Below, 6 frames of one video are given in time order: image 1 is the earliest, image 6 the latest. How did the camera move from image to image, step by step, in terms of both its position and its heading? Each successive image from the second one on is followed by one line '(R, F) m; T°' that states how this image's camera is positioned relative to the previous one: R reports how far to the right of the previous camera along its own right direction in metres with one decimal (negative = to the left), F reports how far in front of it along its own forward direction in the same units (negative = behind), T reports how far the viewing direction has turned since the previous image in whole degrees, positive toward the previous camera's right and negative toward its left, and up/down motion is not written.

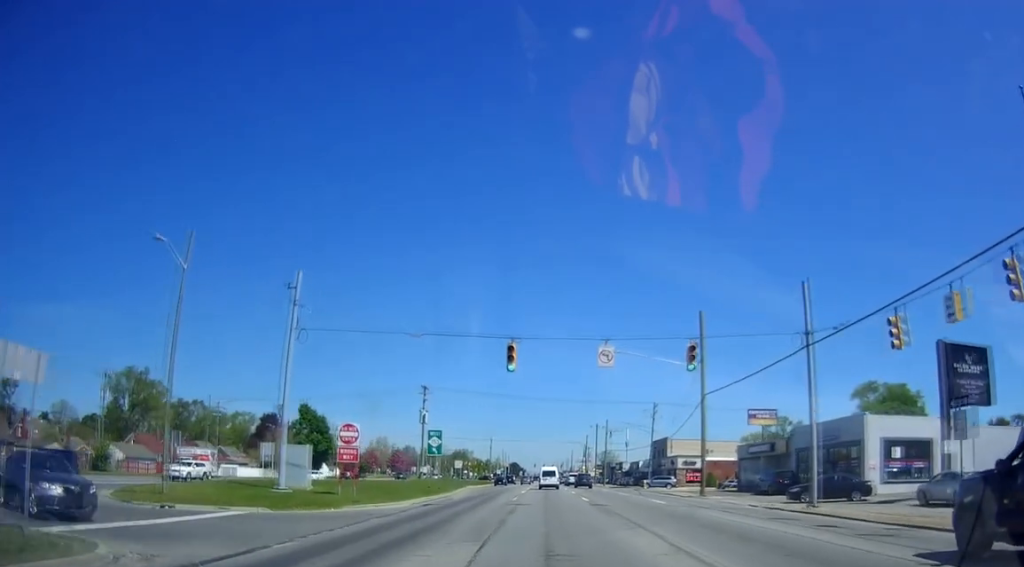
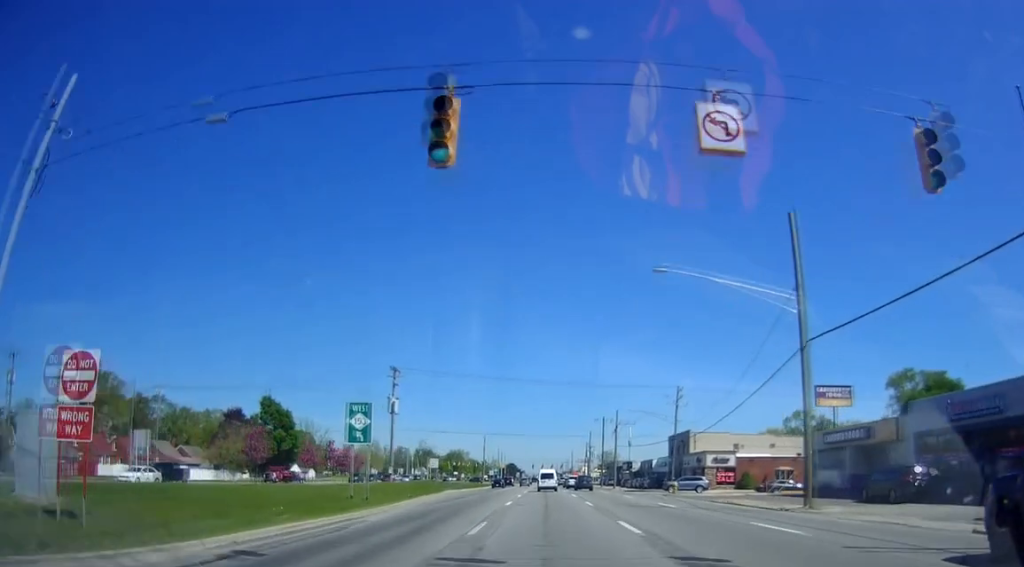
(-0.6, +17.8) m; 0°
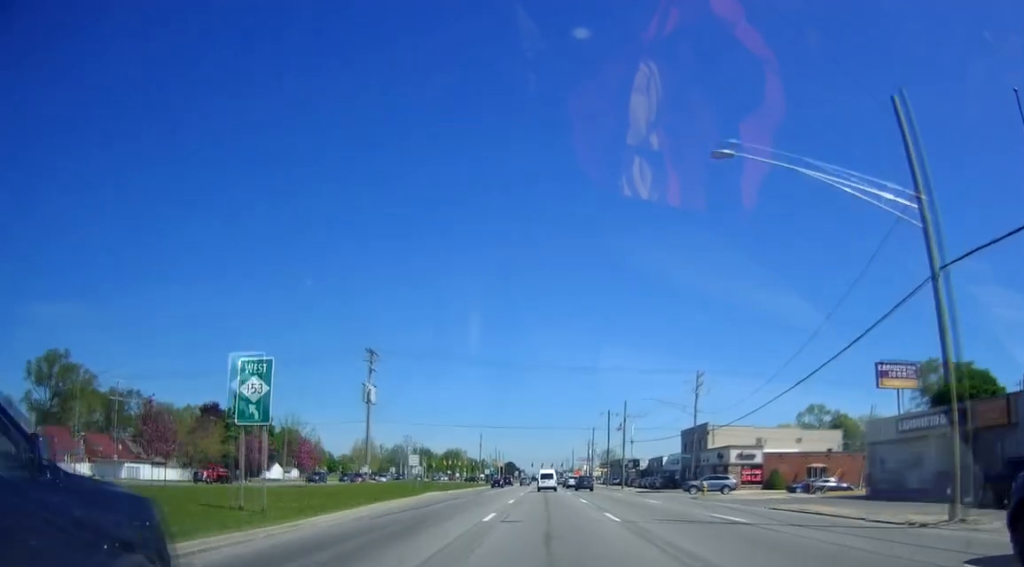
(+0.4, +10.1) m; +1°
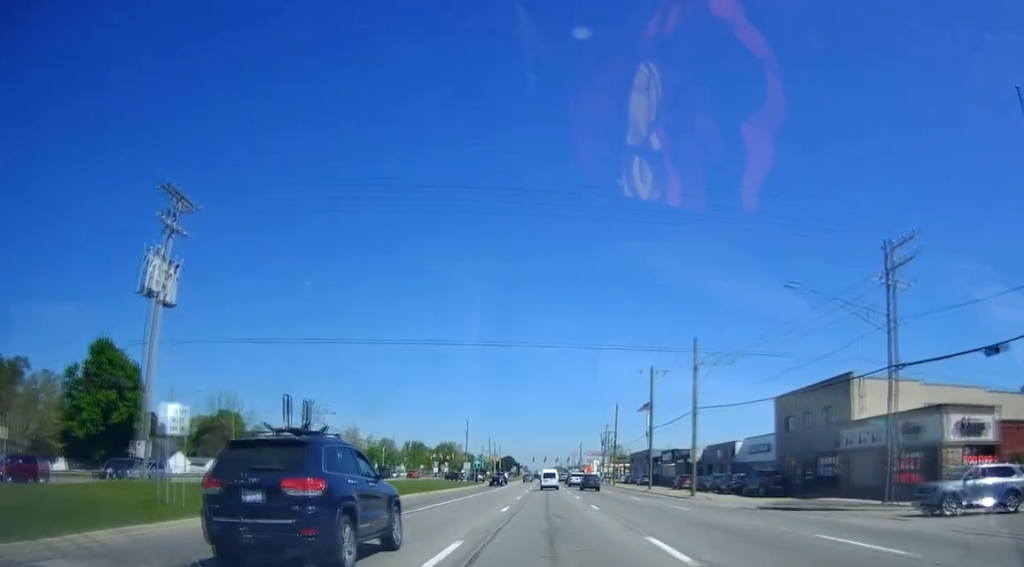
(-0.2, +38.4) m; -1°
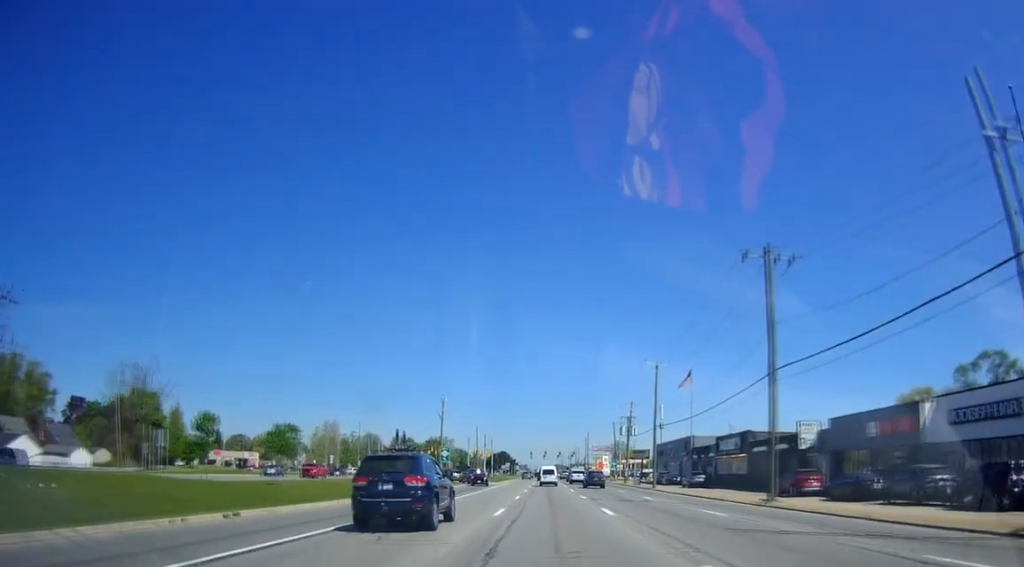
(-0.6, +34.8) m; -1°
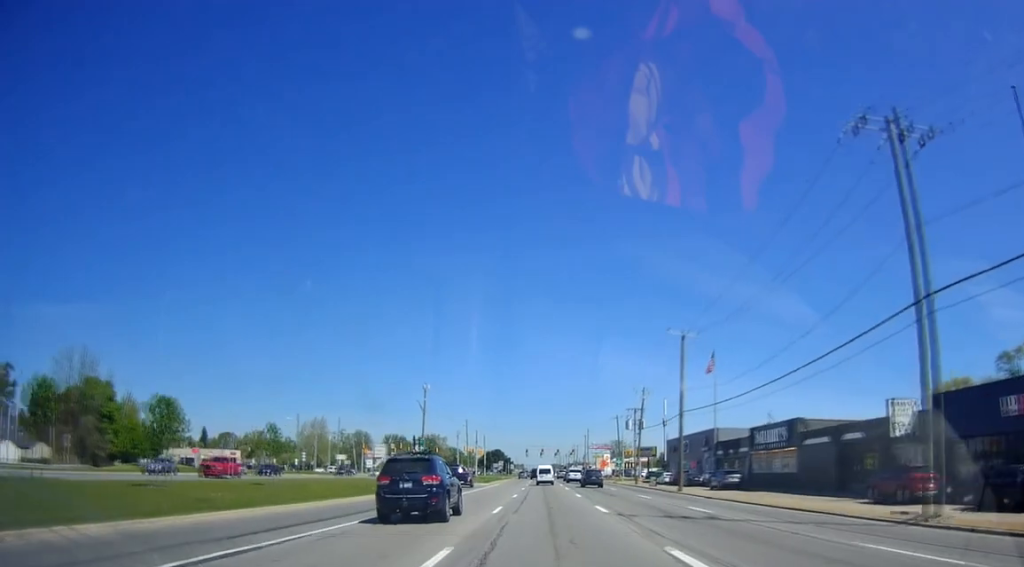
(+0.2, +13.6) m; 0°
